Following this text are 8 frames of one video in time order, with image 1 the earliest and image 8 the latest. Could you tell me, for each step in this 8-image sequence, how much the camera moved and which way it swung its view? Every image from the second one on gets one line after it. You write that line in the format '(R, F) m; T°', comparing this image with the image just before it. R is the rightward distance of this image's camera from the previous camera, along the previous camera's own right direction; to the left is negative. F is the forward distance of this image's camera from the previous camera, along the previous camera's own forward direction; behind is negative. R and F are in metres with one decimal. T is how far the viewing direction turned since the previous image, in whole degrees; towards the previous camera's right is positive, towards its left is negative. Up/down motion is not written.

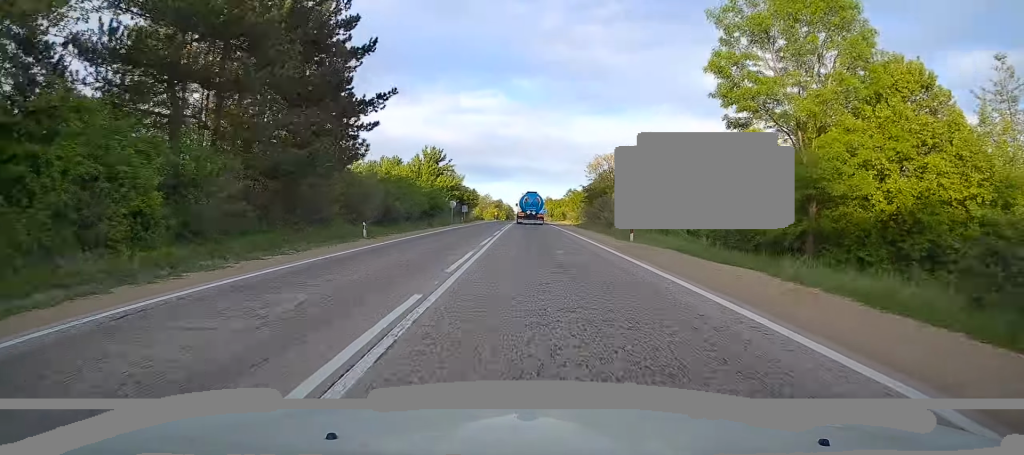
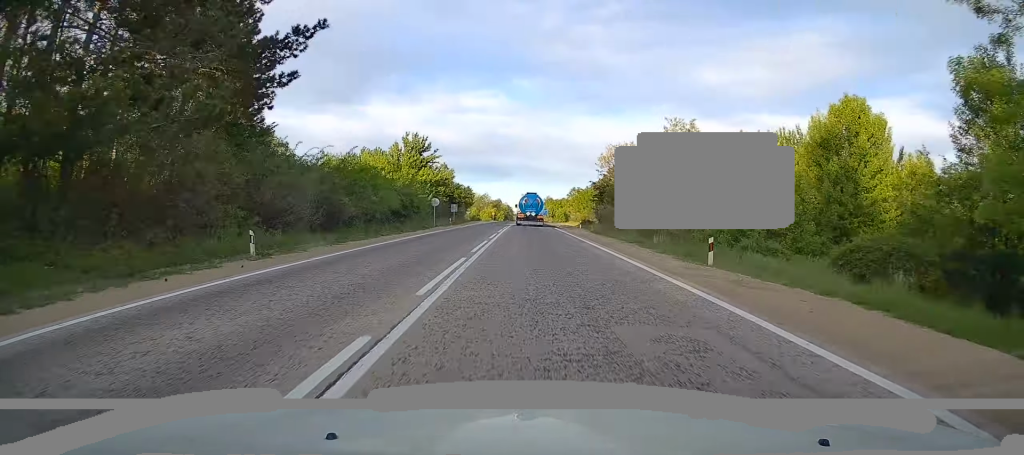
(+0.1, +12.2) m; 0°
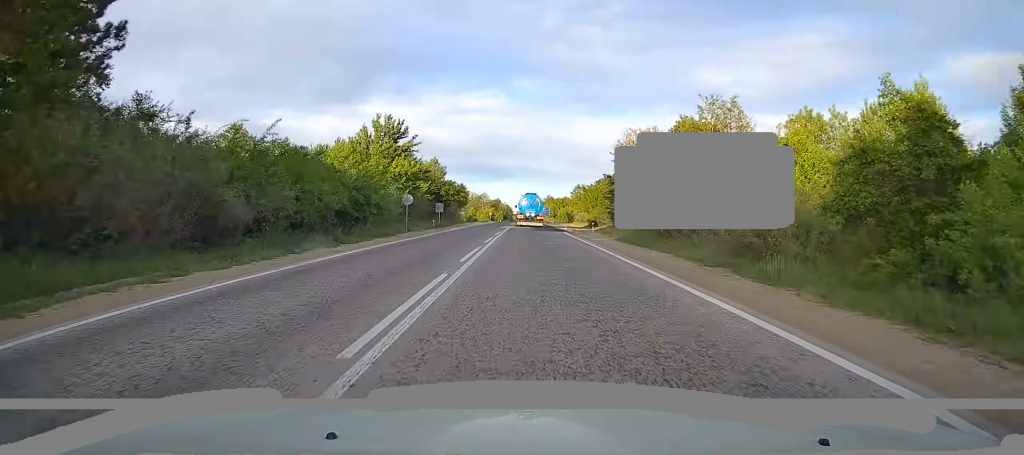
(+0.1, +12.2) m; 0°
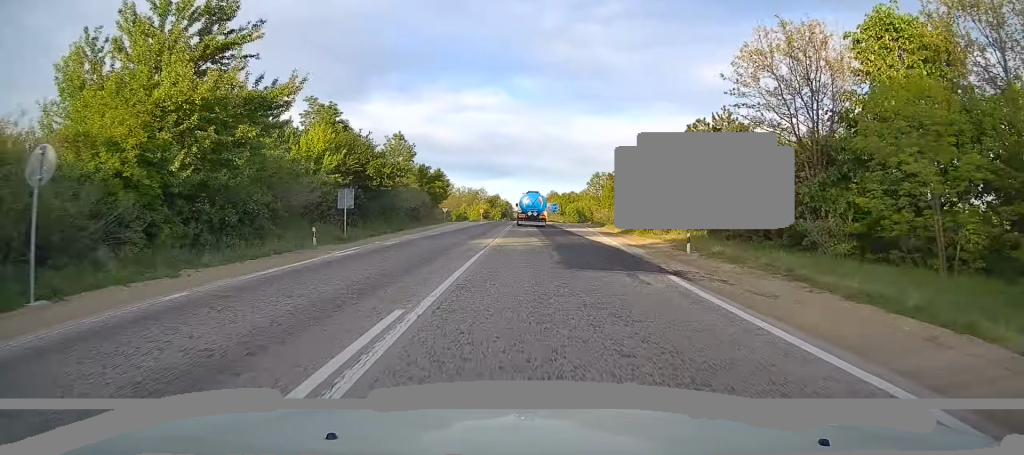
(0.0, +31.2) m; -1°
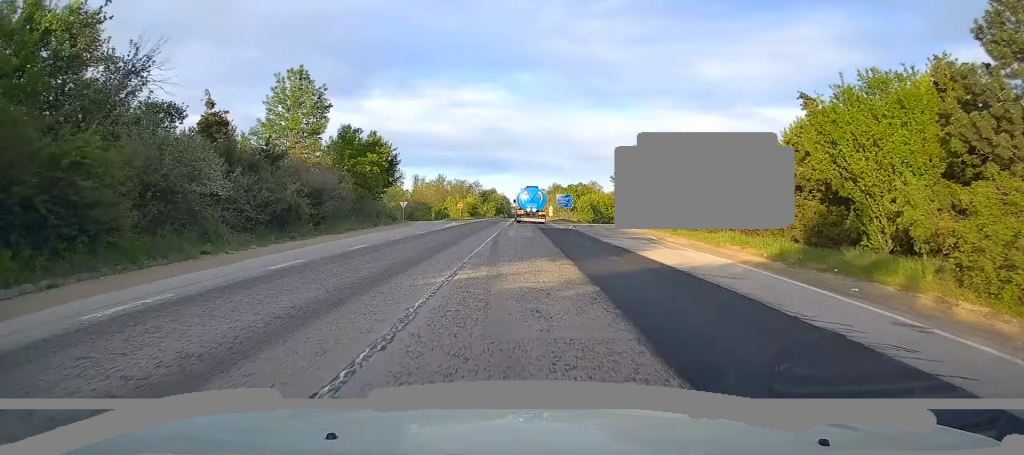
(-0.2, +33.4) m; 0°
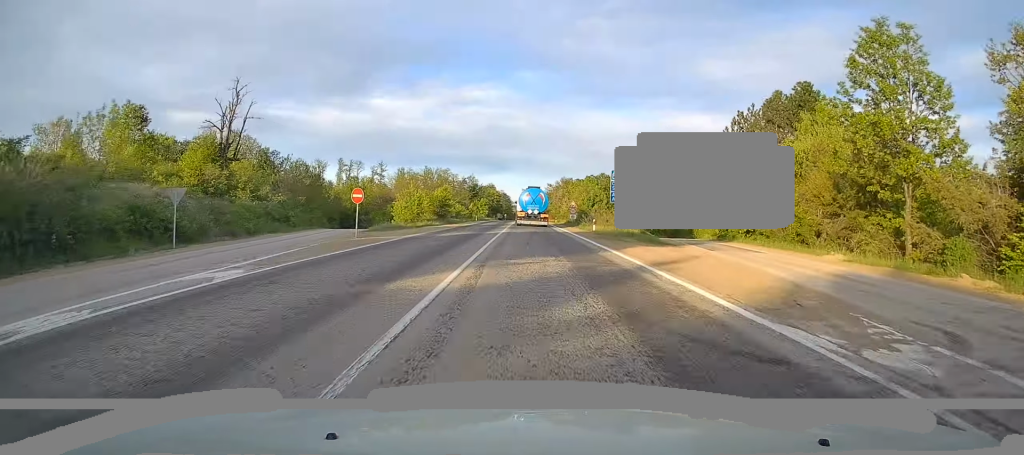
(+0.3, +44.4) m; -1°
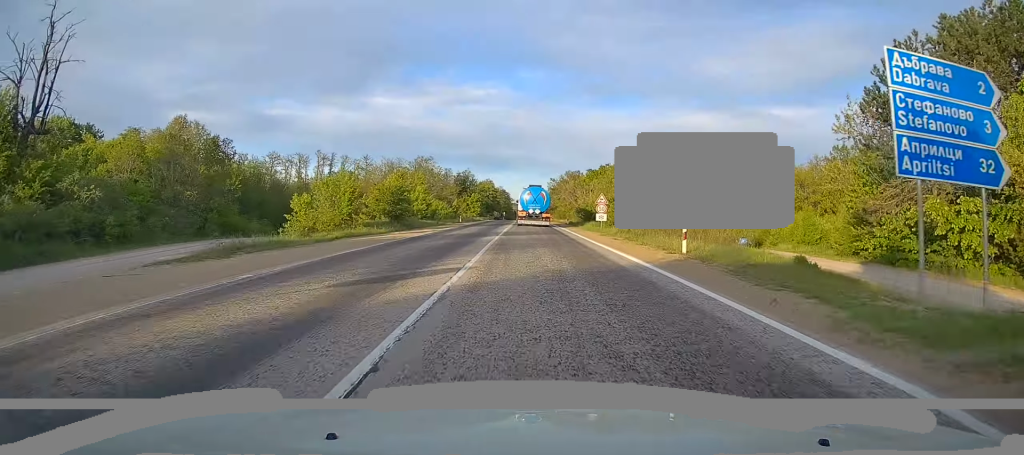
(-0.4, +23.9) m; 0°
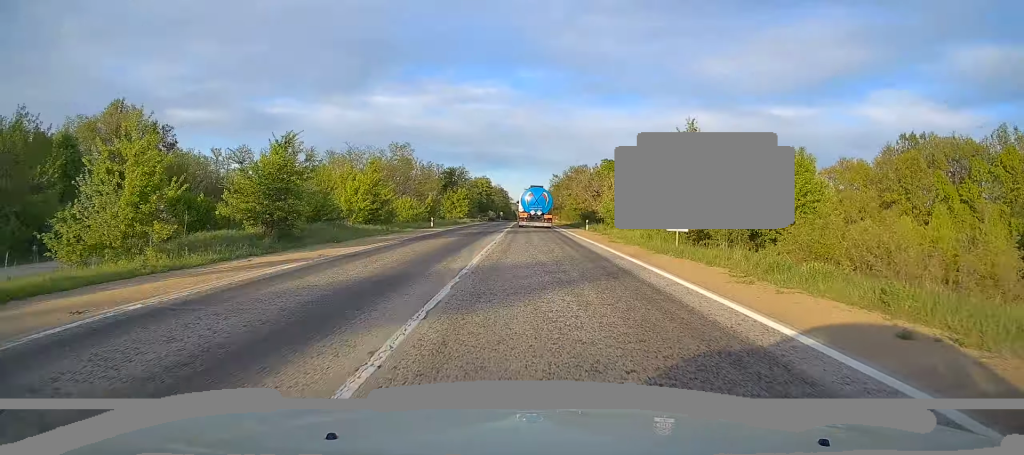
(+0.3, +21.3) m; +1°
